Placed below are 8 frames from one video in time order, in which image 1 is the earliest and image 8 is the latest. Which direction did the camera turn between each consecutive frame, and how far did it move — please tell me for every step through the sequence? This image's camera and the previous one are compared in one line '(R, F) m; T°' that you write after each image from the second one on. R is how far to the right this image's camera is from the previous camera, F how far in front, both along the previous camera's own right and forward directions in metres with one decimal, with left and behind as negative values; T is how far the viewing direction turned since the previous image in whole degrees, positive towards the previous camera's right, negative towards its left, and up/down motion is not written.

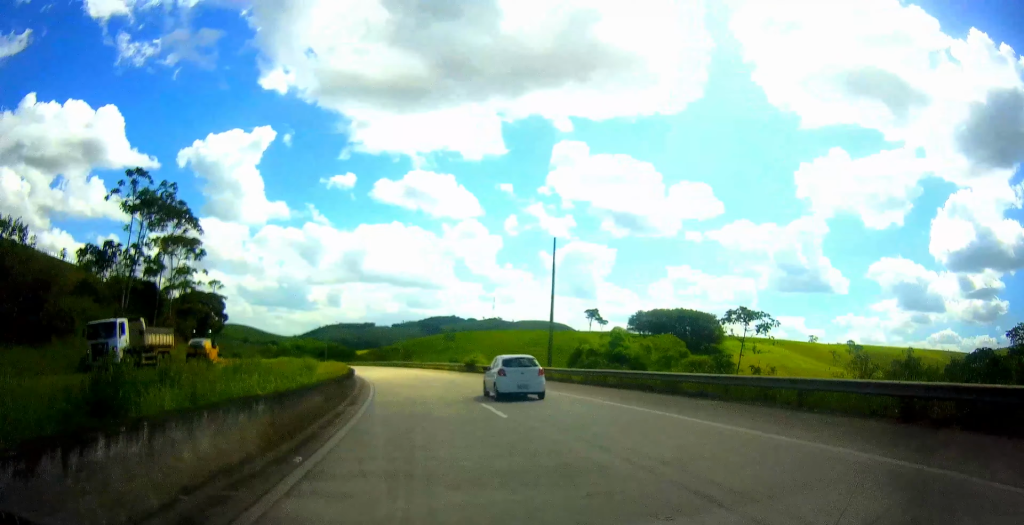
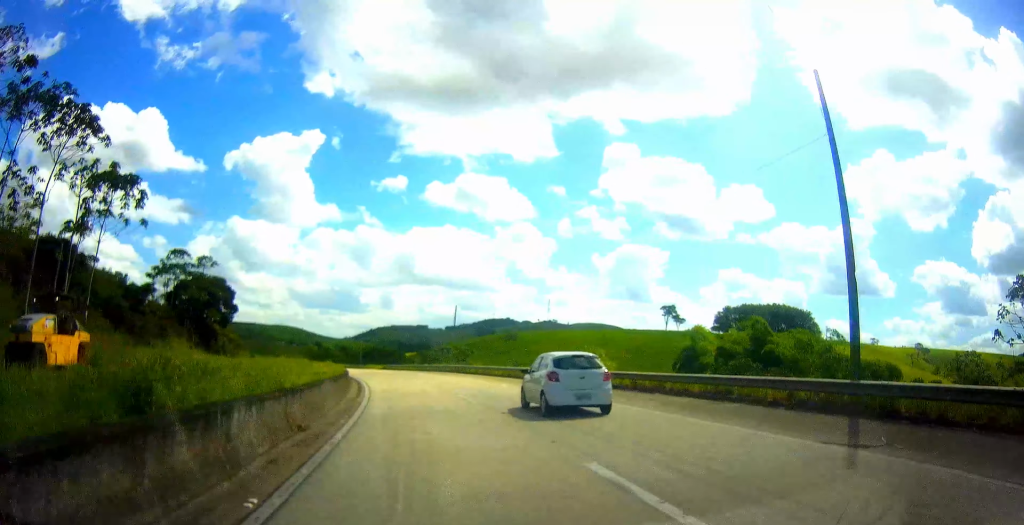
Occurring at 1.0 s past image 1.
(-1.0, +26.2) m; -5°
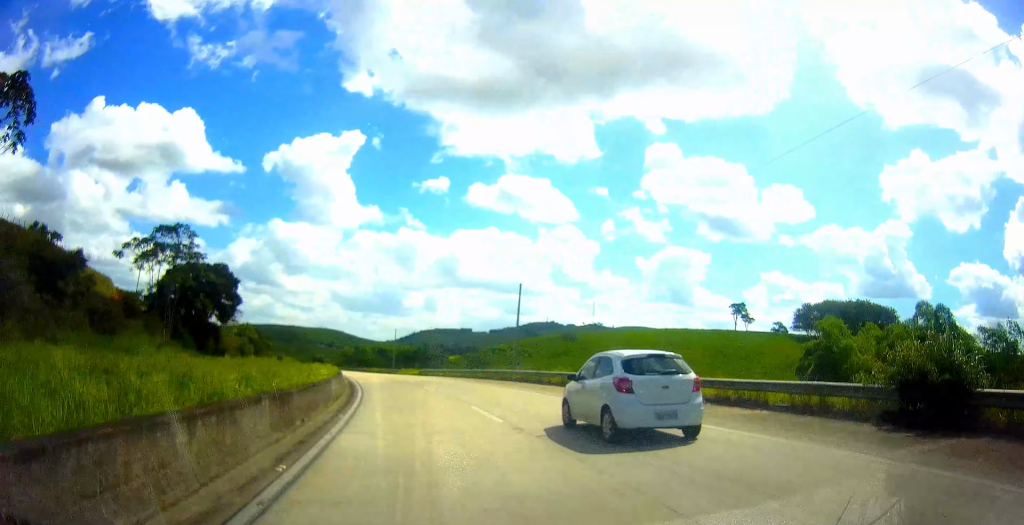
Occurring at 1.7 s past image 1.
(-0.9, +20.5) m; -5°
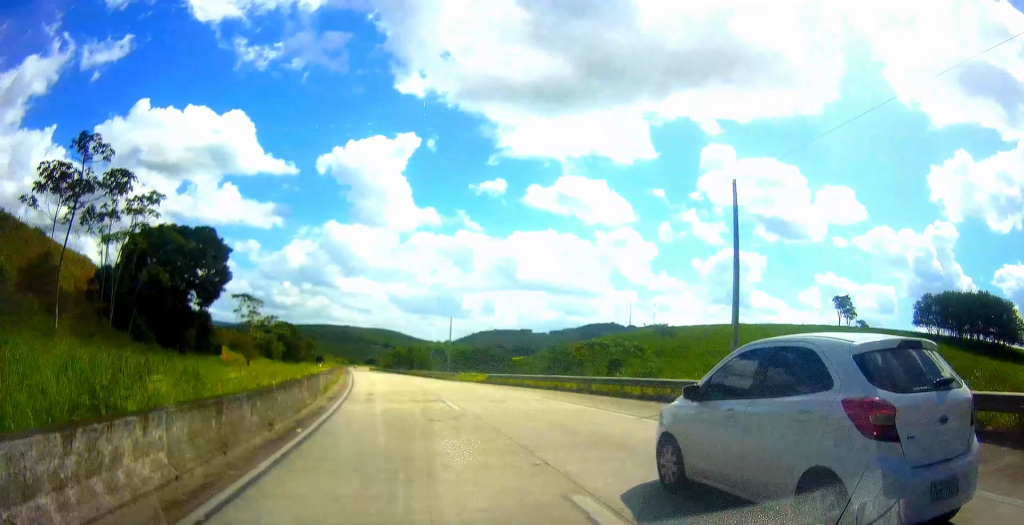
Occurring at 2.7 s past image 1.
(-1.3, +26.9) m; -6°
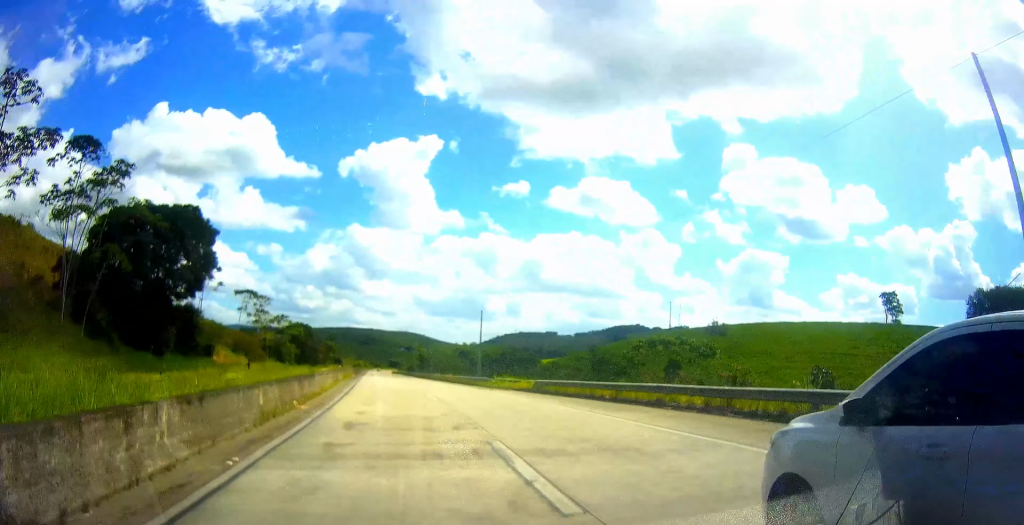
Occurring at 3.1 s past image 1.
(-0.7, +11.2) m; -2°
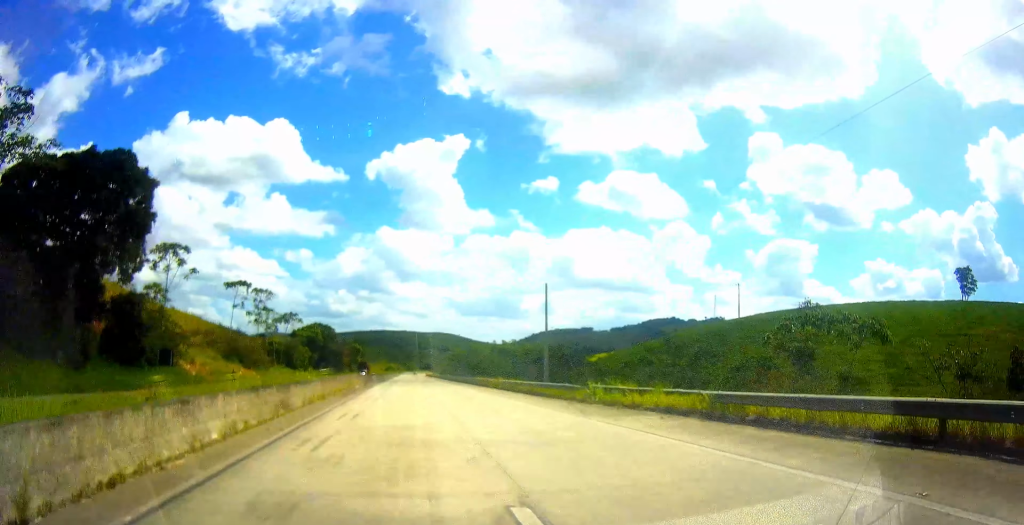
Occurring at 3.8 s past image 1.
(-0.6, +19.2) m; -2°
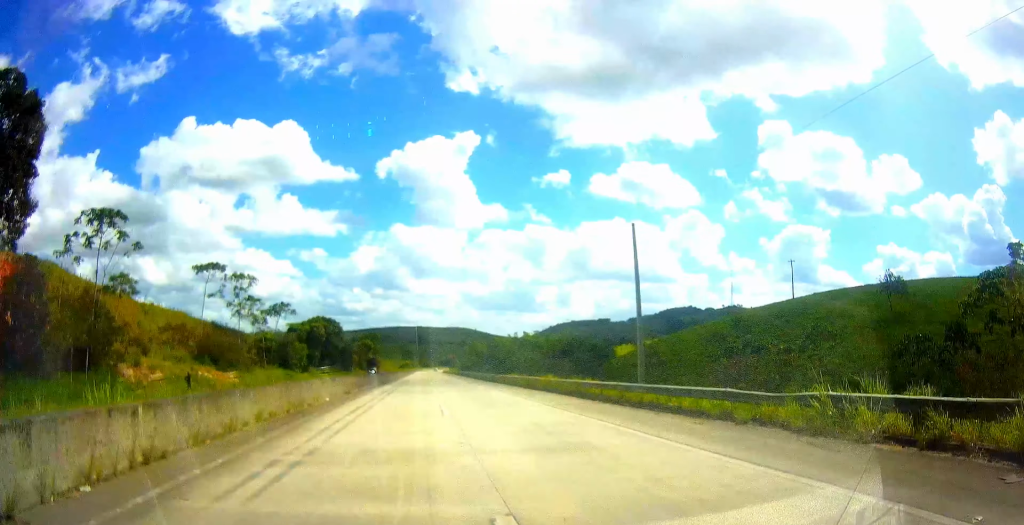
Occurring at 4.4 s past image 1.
(+0.1, +16.0) m; 0°
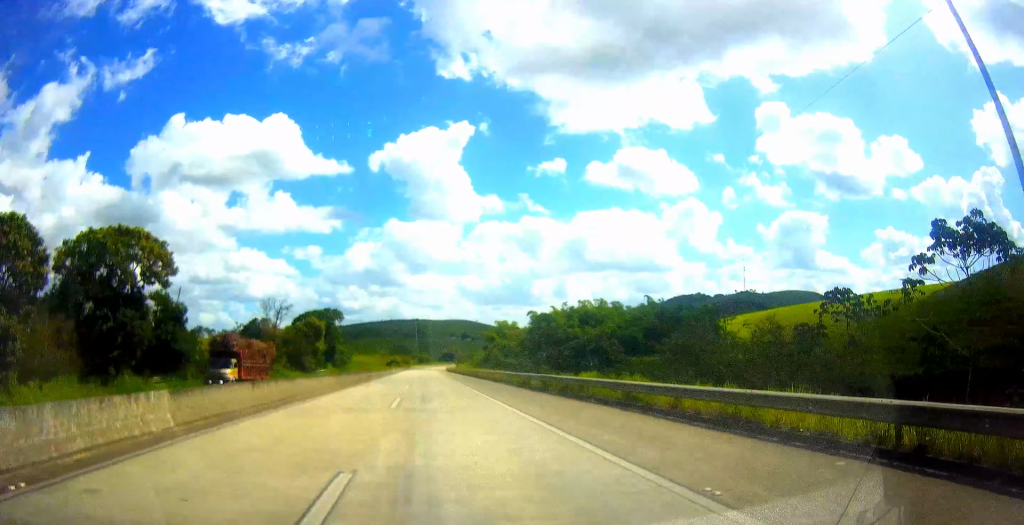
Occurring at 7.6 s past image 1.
(-6.4, +90.7) m; -7°
